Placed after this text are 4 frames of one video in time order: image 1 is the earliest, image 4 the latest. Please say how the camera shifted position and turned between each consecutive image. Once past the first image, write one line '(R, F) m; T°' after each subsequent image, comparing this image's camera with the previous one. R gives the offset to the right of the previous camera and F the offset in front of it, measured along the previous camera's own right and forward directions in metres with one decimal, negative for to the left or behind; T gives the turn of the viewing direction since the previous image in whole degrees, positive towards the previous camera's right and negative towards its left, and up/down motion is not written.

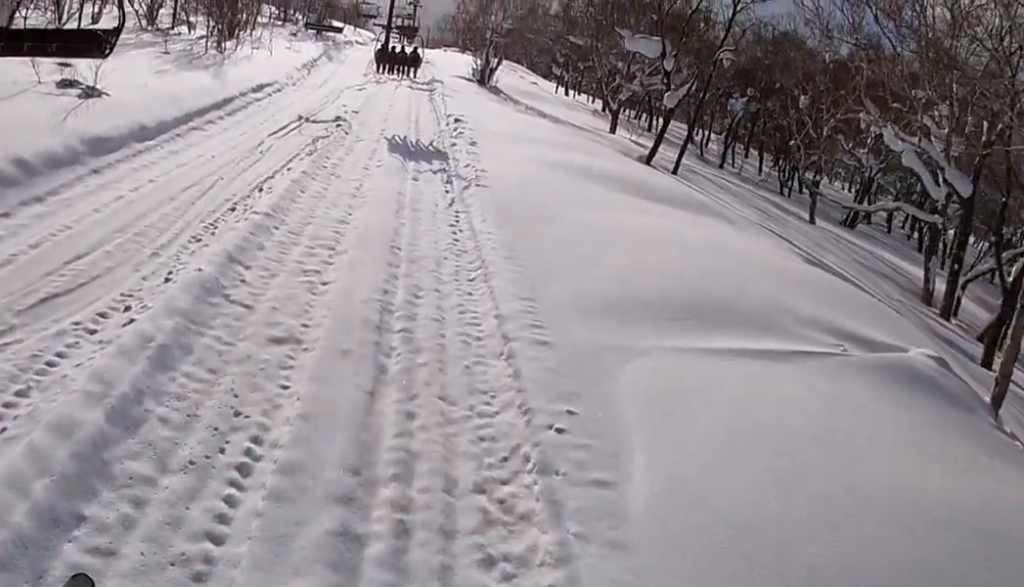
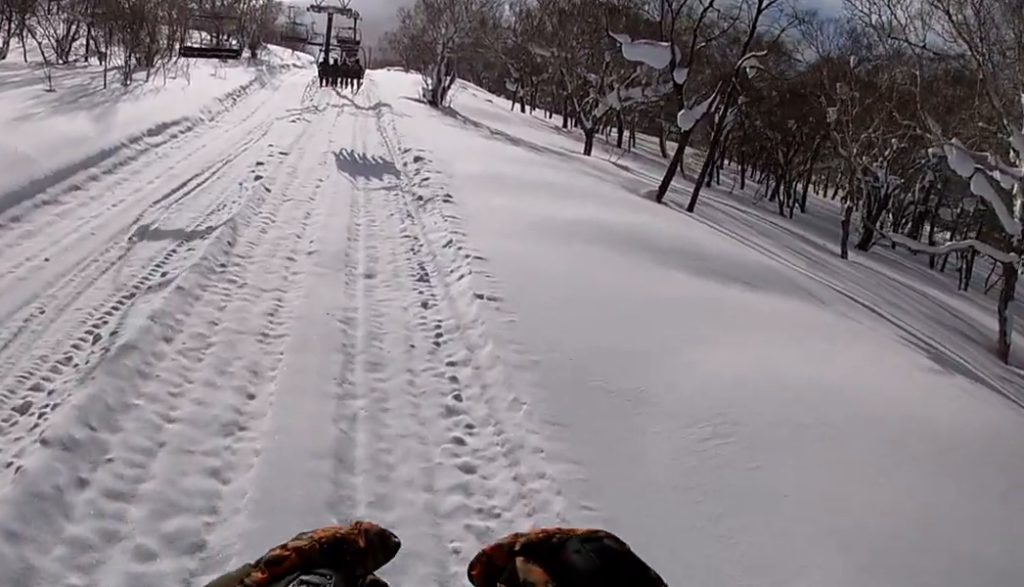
(-0.7, +7.8) m; +5°
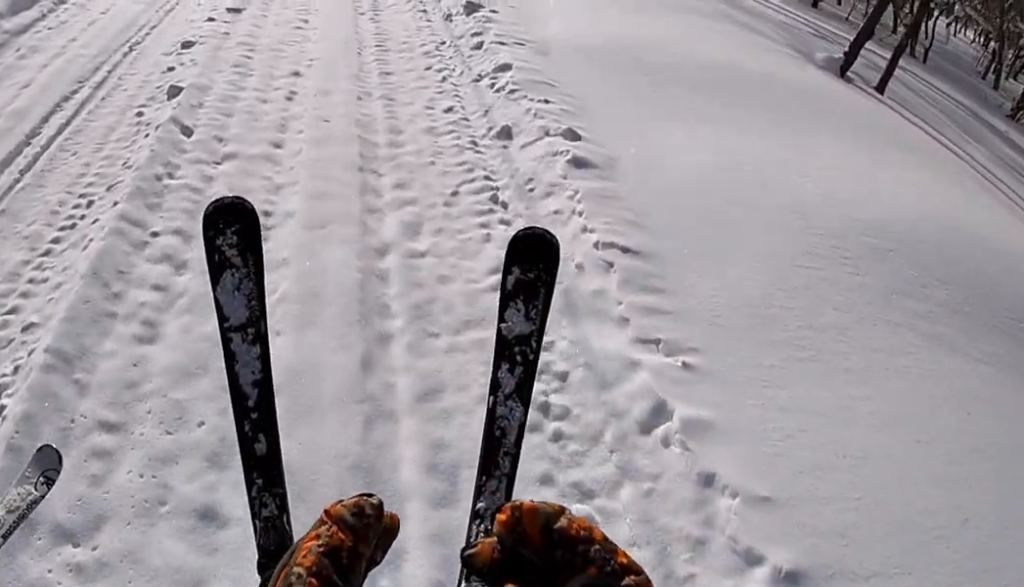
(+1.9, +9.6) m; +3°
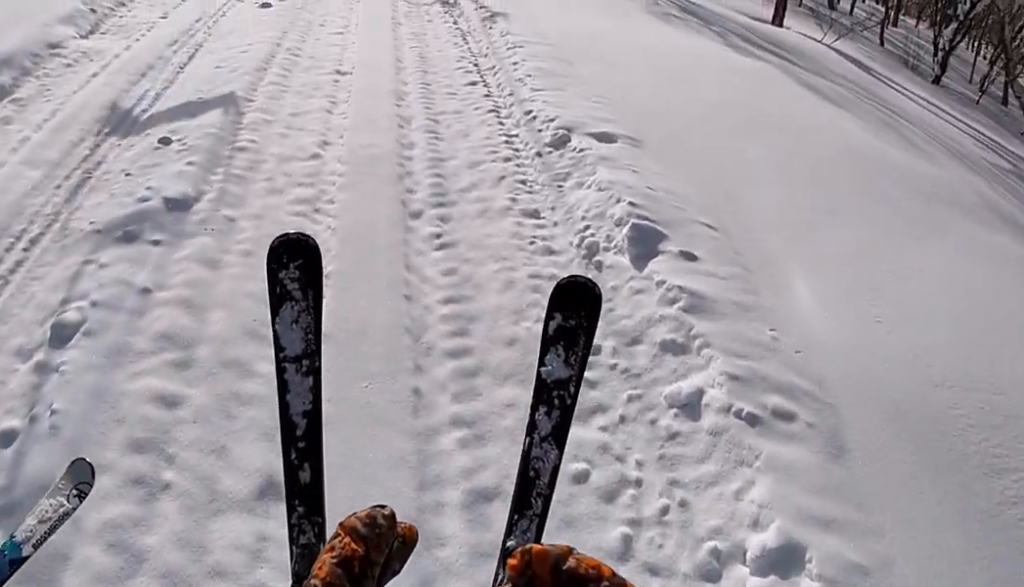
(-1.0, +9.6) m; -12°
